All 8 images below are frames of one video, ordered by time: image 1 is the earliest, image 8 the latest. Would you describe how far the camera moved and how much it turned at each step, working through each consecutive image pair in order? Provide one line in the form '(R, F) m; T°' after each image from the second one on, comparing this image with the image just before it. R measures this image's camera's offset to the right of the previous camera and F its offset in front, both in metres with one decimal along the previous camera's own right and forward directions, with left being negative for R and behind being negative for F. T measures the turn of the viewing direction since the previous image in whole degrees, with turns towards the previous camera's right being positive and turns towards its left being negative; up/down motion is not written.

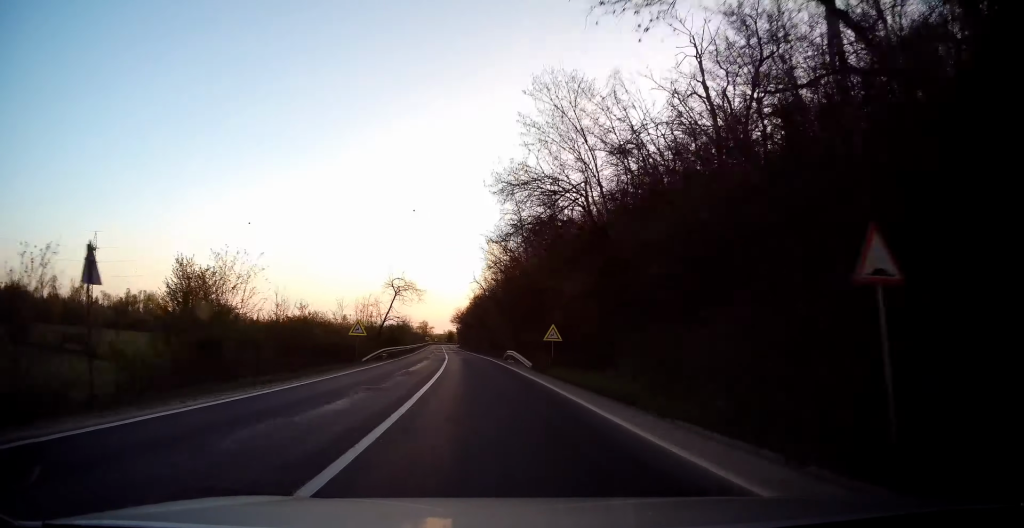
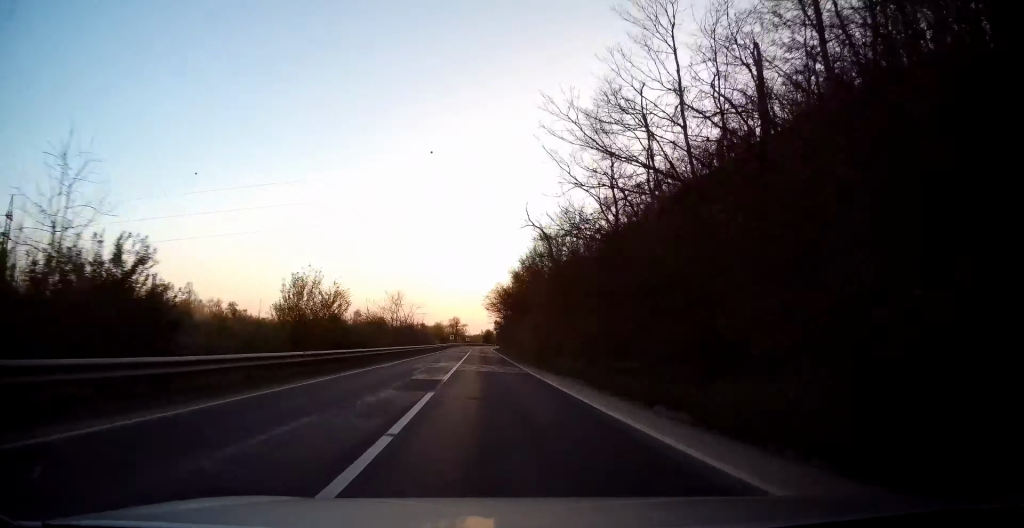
(-3.6, +53.7) m; -7°
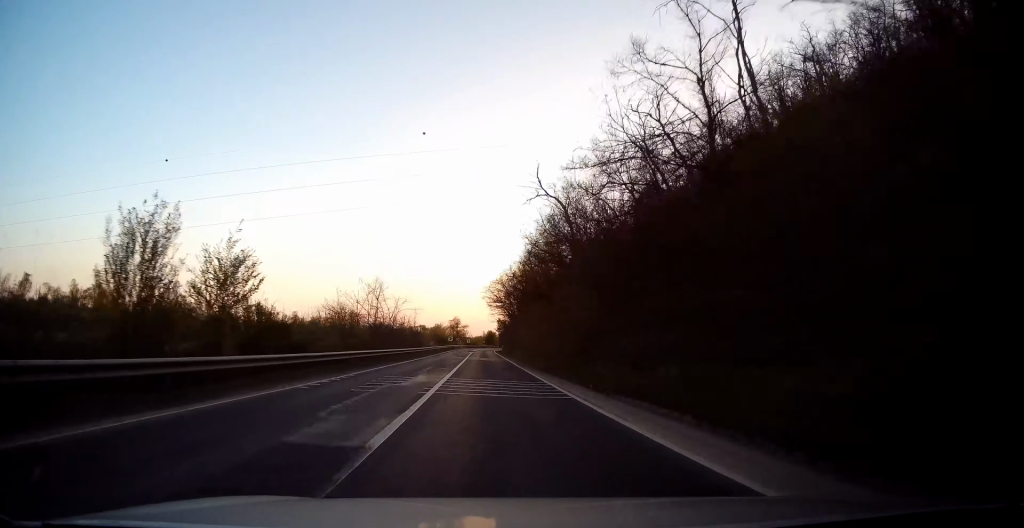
(-0.2, +12.0) m; -1°
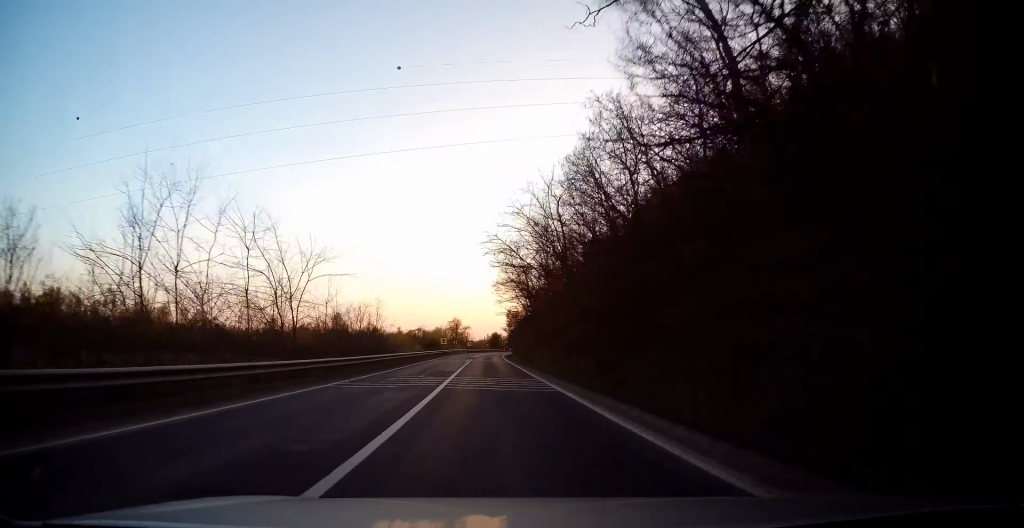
(-0.4, +28.2) m; 0°
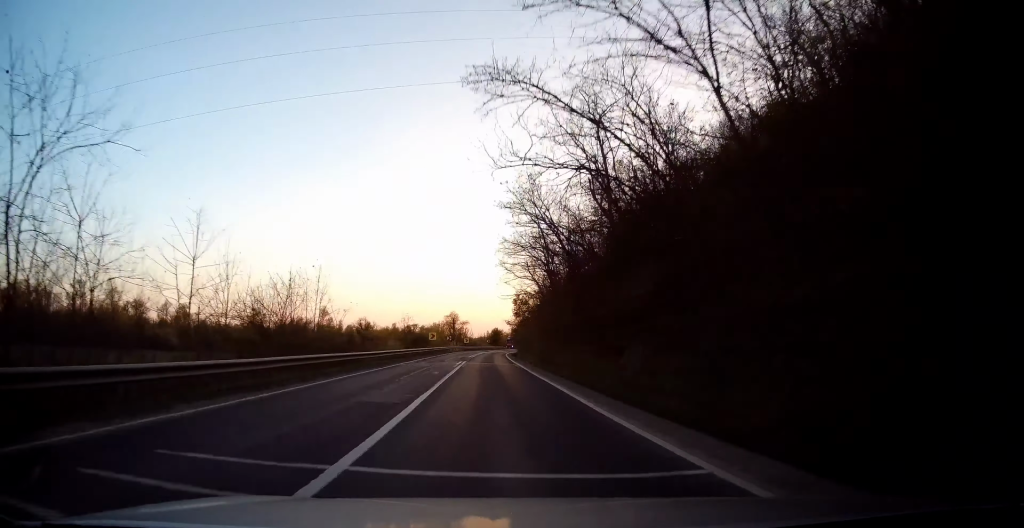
(0.0, +17.1) m; +1°
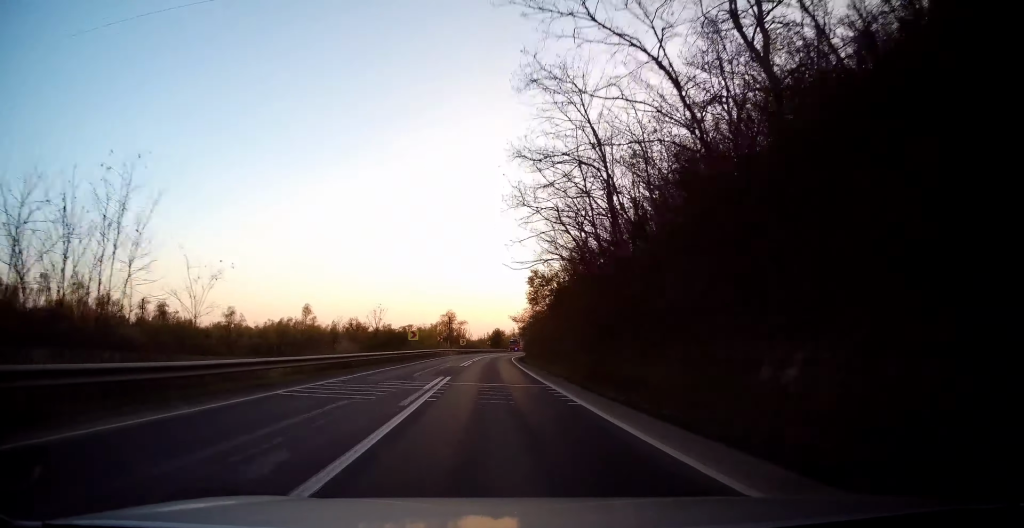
(+0.4, +17.9) m; 0°
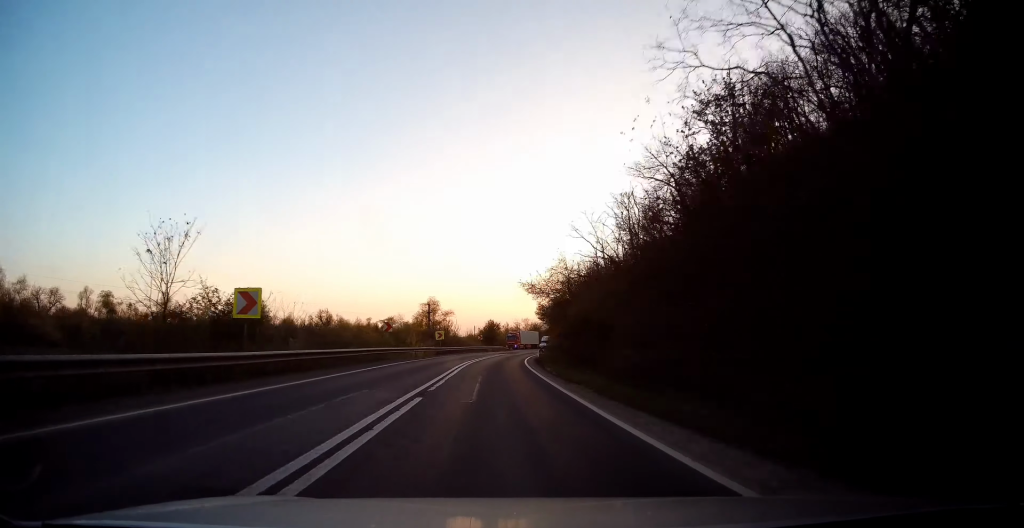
(-0.4, +33.1) m; 0°
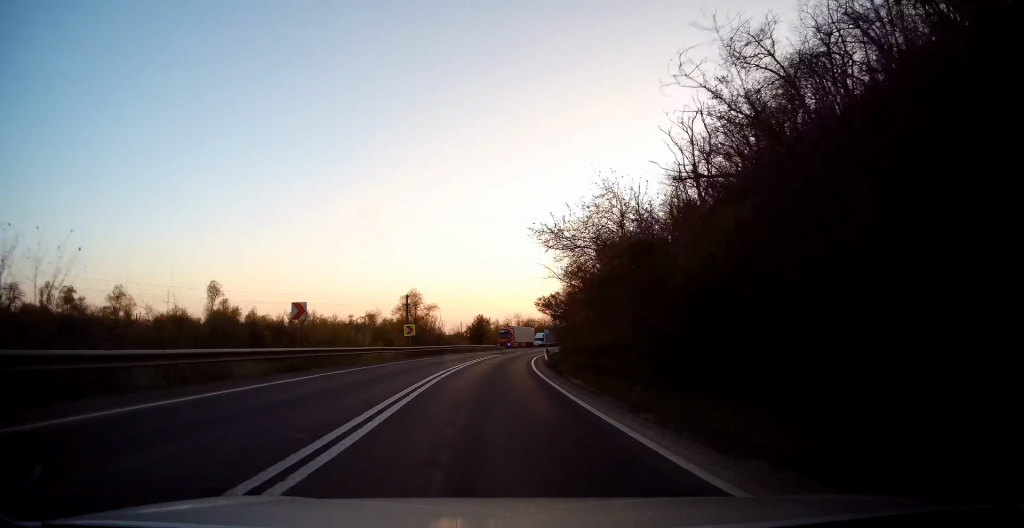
(+0.2, +16.0) m; +1°
